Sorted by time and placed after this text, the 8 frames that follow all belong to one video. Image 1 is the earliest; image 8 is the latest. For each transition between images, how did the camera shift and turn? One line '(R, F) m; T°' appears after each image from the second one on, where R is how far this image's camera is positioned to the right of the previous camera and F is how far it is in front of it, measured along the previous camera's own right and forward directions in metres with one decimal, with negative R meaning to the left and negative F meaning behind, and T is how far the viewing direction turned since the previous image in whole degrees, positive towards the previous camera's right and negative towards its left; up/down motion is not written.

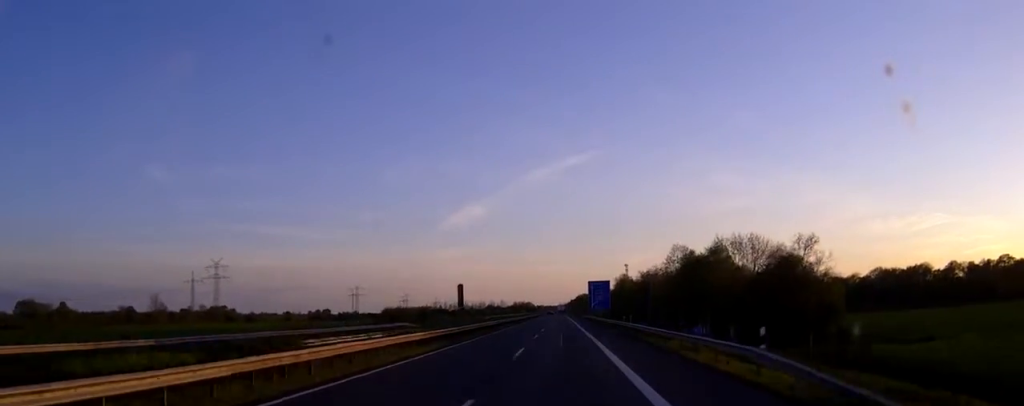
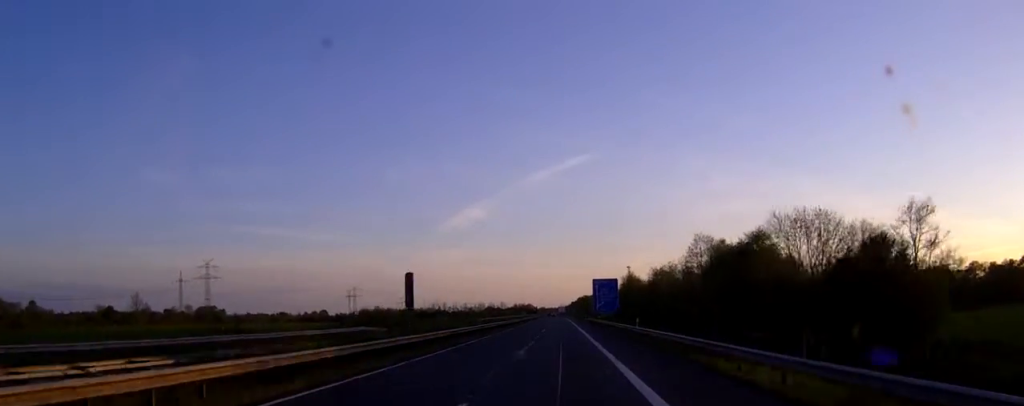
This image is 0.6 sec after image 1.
(0.0, +18.4) m; 0°
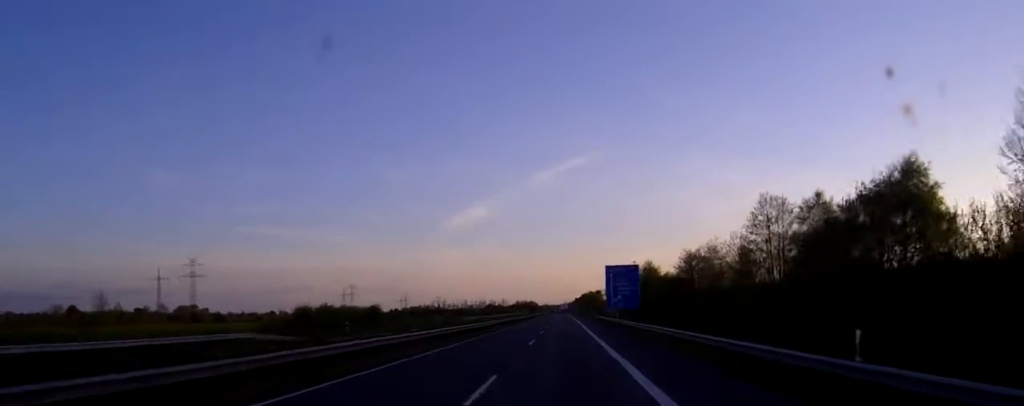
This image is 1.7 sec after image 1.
(0.0, +31.1) m; 0°
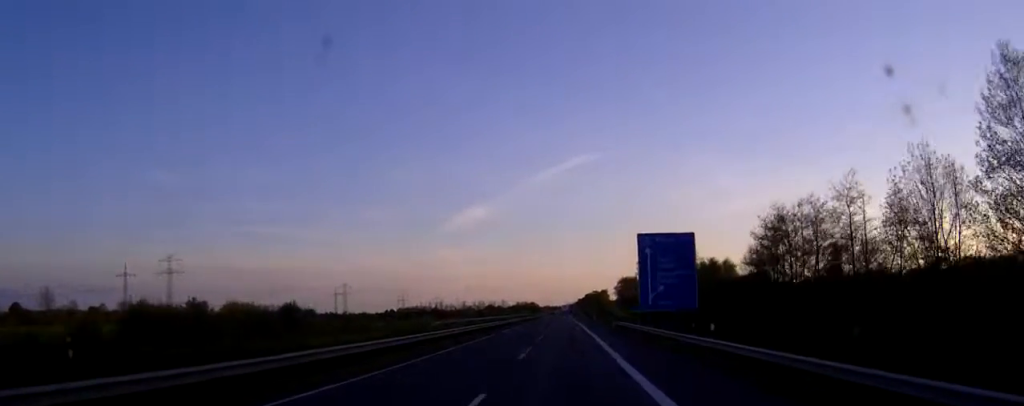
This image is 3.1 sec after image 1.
(-0.1, +39.8) m; 0°
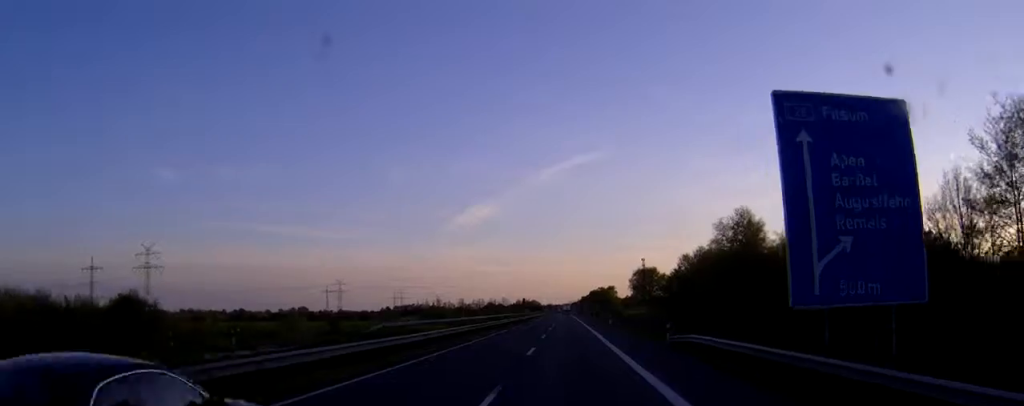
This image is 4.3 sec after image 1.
(-0.1, +35.7) m; 0°
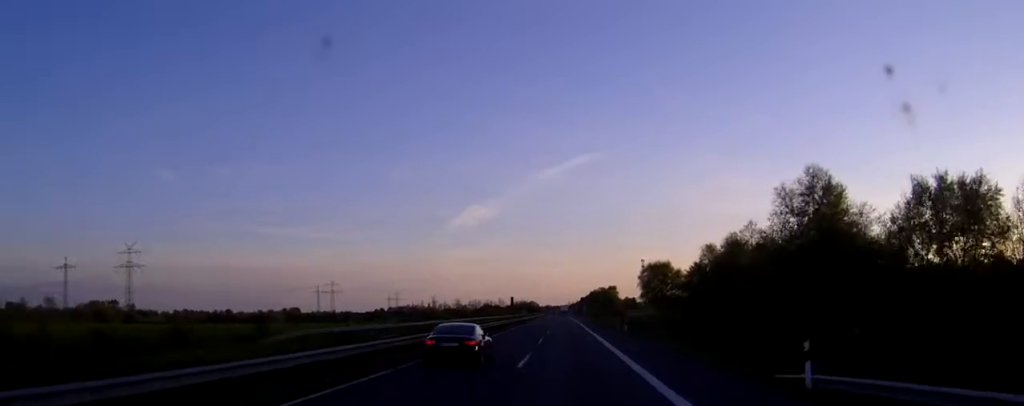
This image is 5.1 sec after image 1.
(0.0, +22.2) m; 0°
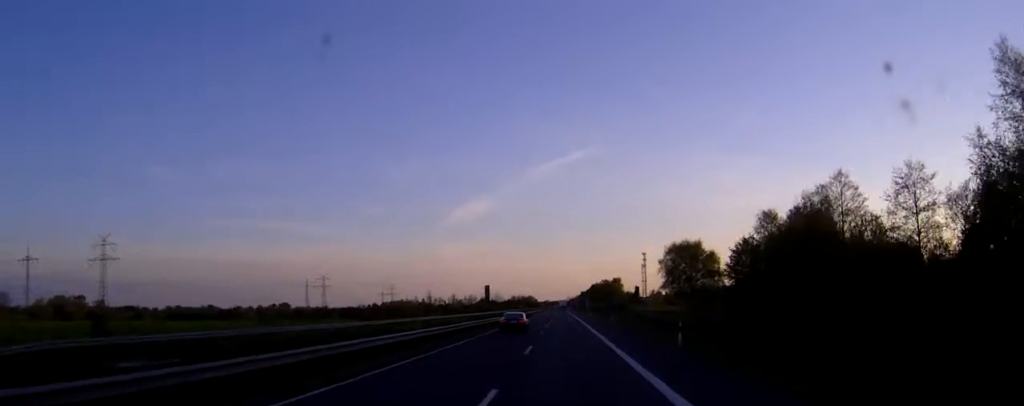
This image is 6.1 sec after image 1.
(0.0, +31.0) m; 0°
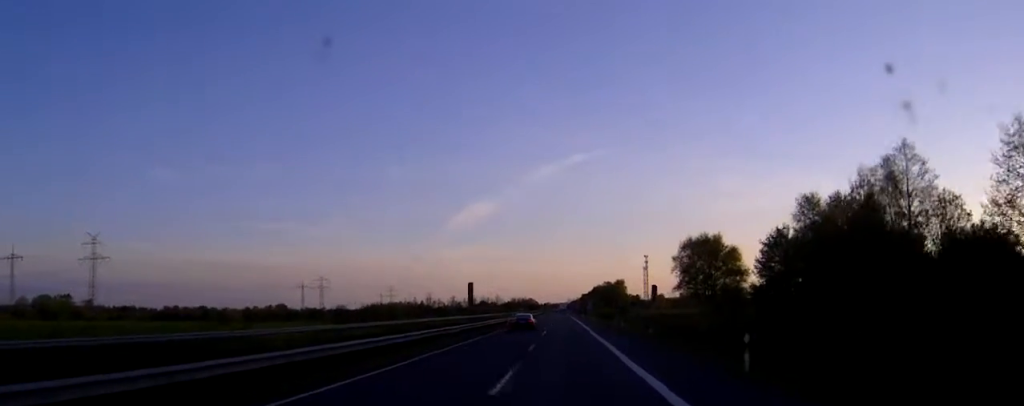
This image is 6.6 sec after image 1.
(0.0, +12.6) m; 0°
